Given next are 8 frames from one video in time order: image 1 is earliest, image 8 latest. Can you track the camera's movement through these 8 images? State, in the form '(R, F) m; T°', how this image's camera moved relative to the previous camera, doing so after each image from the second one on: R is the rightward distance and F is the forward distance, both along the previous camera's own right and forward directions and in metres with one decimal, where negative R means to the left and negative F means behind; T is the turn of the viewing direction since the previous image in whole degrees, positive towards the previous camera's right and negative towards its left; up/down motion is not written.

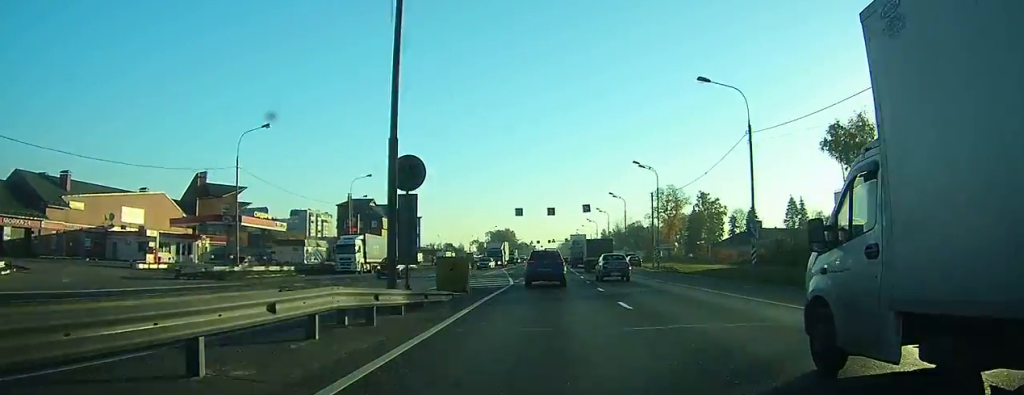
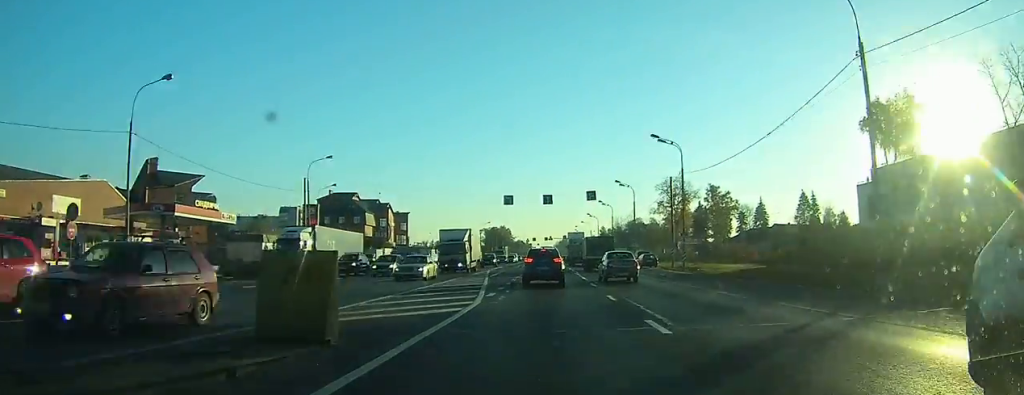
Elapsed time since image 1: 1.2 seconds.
(+0.2, +12.9) m; +2°
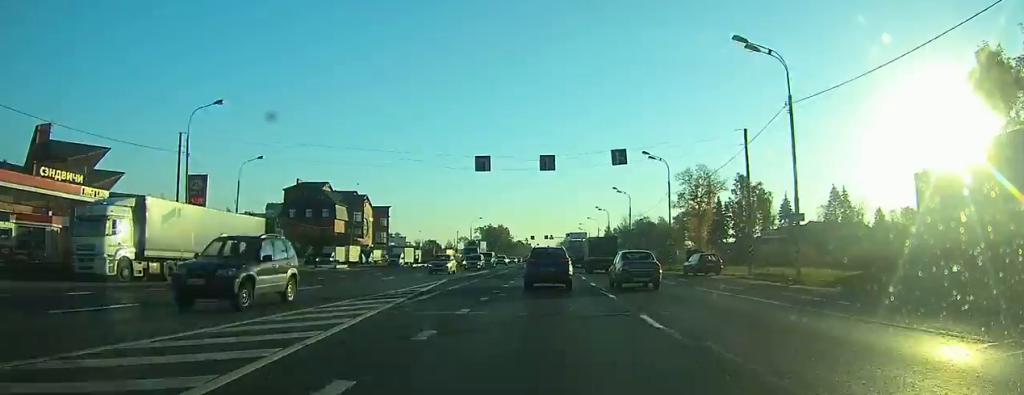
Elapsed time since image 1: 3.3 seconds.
(+0.7, +24.2) m; +2°
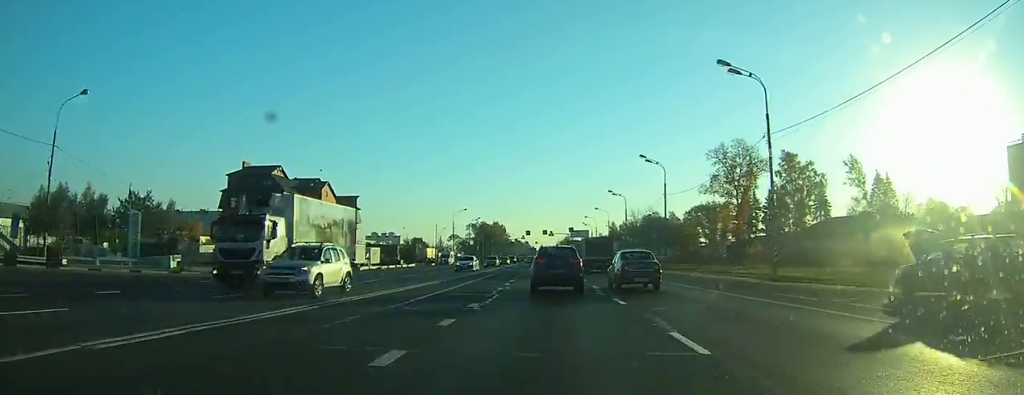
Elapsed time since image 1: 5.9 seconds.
(+0.2, +28.5) m; 0°
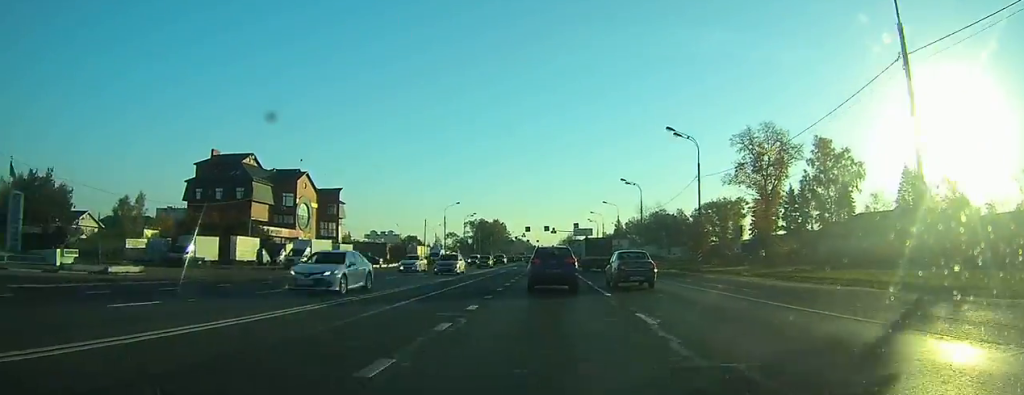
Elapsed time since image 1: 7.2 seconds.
(0.0, +13.3) m; -1°
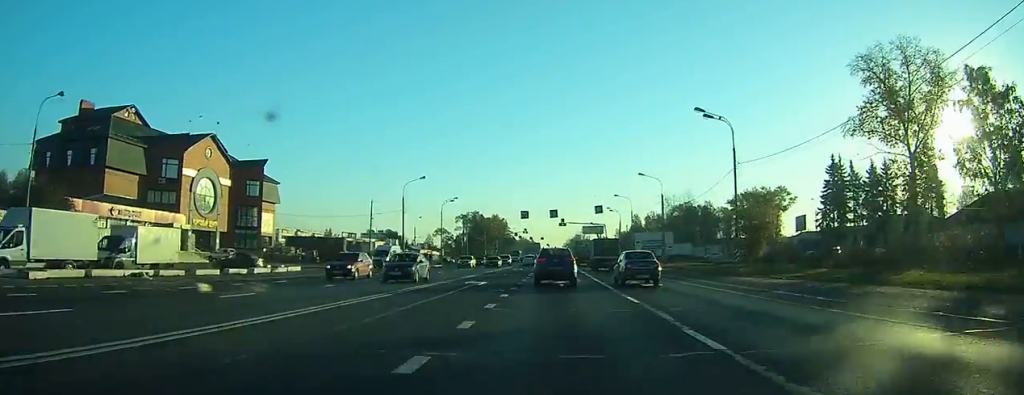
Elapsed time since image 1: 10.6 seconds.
(-0.8, +37.8) m; -2°
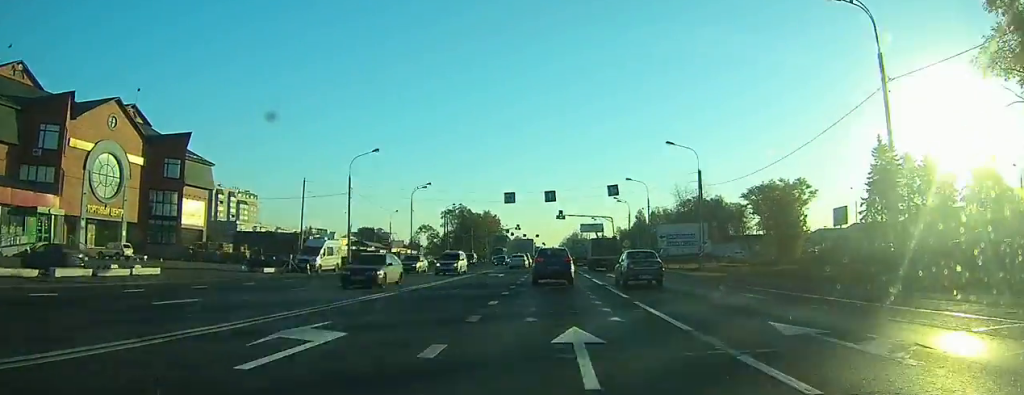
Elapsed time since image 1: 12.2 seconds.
(-0.1, +19.7) m; 0°
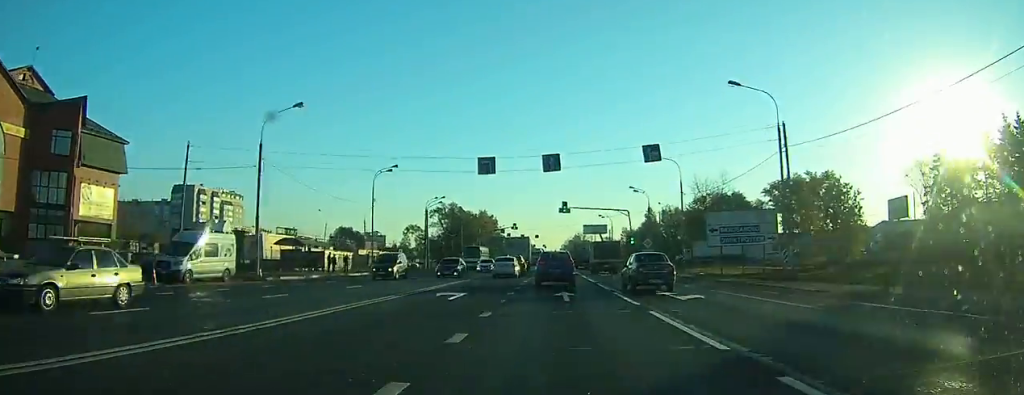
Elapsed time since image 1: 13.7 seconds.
(0.0, +18.5) m; 0°
